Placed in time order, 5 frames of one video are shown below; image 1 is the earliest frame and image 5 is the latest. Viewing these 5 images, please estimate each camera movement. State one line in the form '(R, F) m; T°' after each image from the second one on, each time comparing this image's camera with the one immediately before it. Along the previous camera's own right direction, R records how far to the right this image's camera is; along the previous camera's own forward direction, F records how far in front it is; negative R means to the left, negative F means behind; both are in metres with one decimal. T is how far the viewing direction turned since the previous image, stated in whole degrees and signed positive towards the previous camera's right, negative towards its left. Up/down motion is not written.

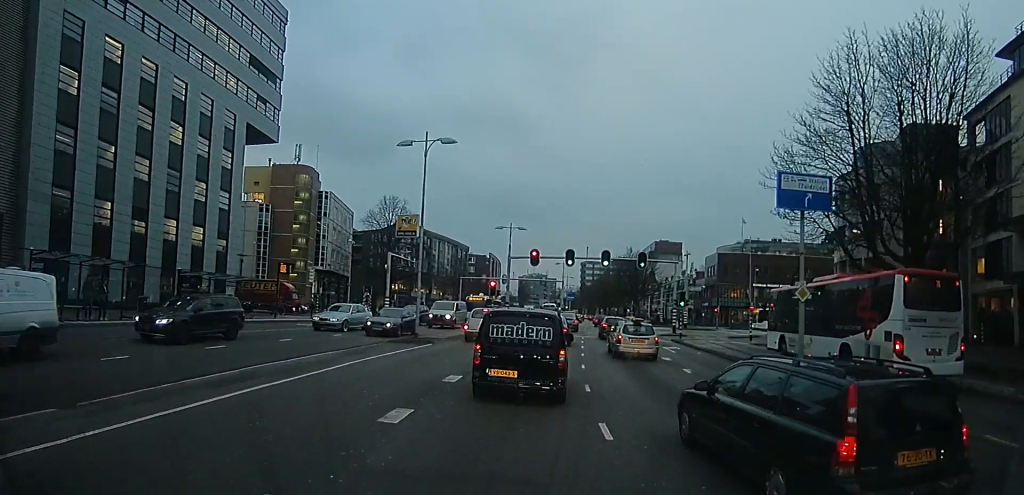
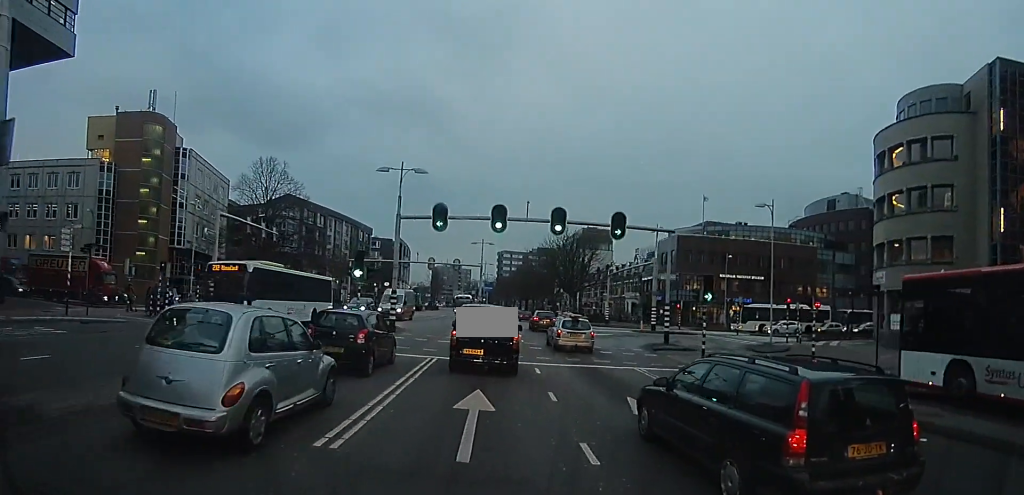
(-0.4, +16.6) m; 0°
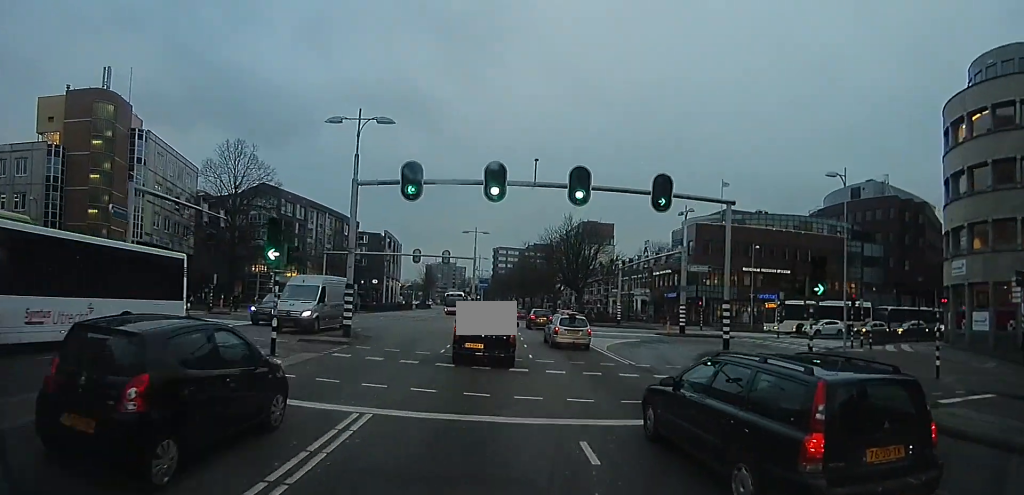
(+0.7, +7.4) m; +5°
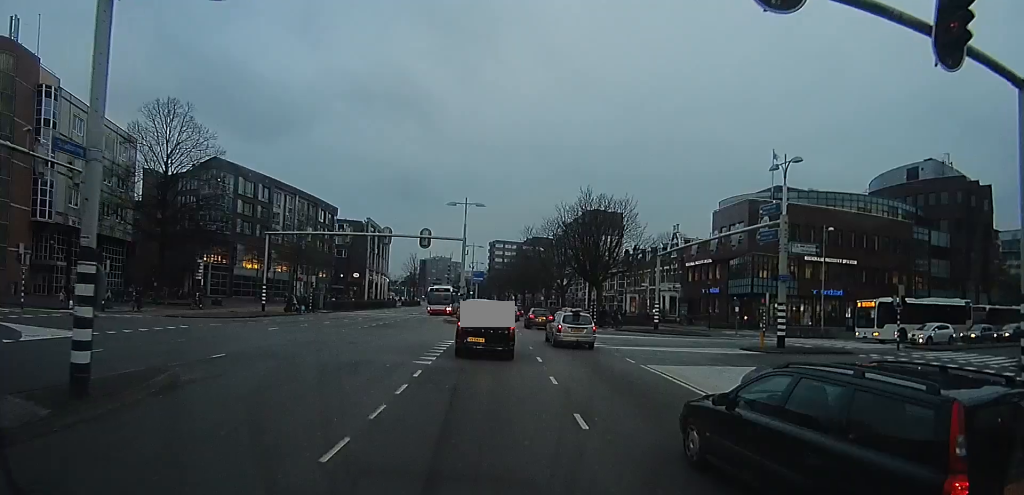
(0.0, +13.0) m; +1°
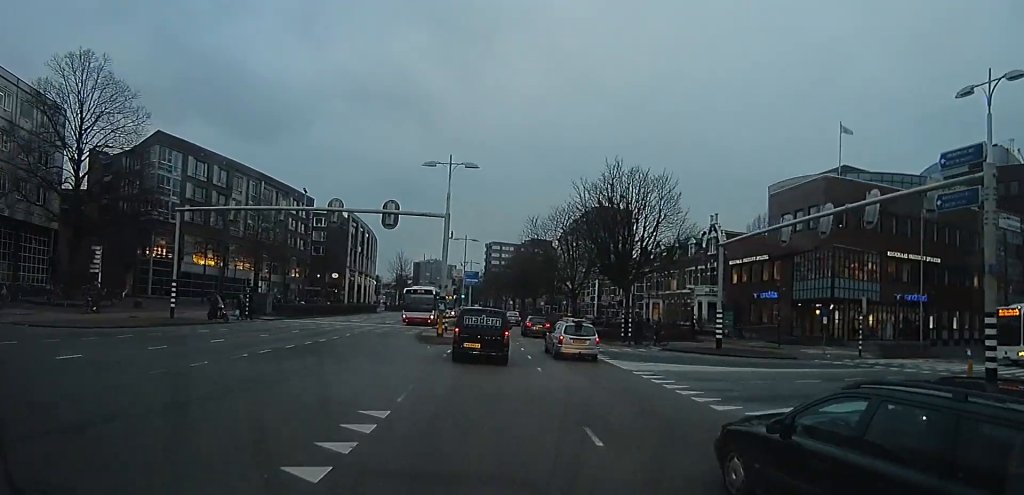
(+0.5, +12.4) m; +3°
